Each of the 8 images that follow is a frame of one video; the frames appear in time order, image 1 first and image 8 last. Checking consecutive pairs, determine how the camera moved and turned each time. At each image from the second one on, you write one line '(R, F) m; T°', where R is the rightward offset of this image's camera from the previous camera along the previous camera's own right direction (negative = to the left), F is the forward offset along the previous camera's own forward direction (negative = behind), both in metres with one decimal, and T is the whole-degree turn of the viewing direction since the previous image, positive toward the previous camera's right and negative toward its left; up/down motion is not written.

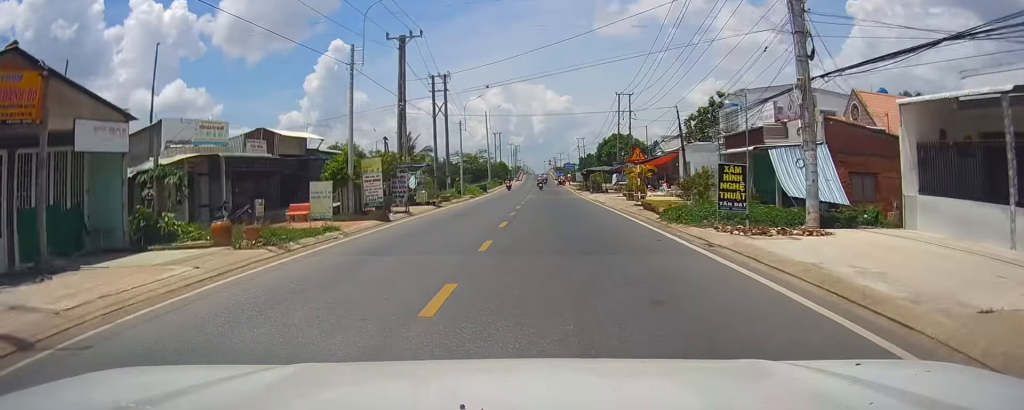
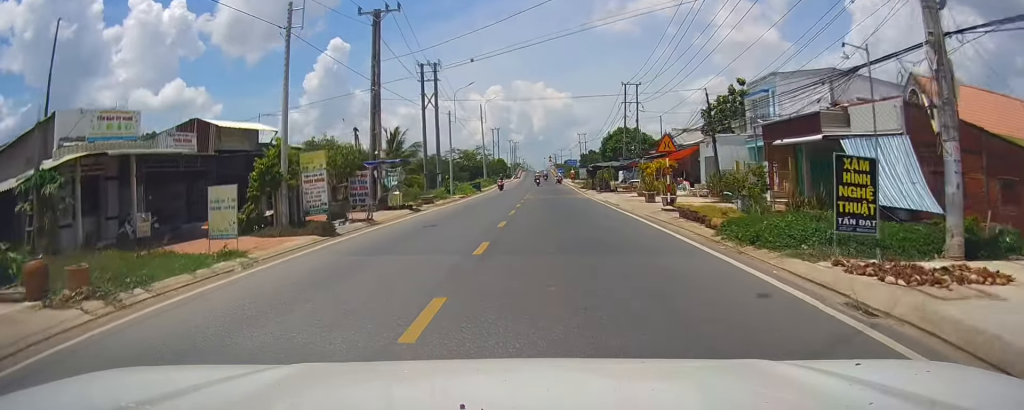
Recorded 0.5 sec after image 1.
(-0.3, +6.9) m; 0°
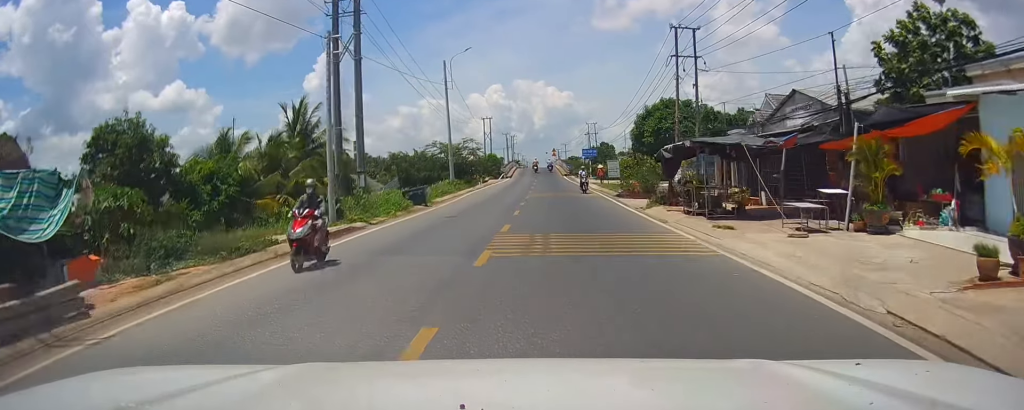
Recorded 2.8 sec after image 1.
(+1.3, +32.3) m; +1°
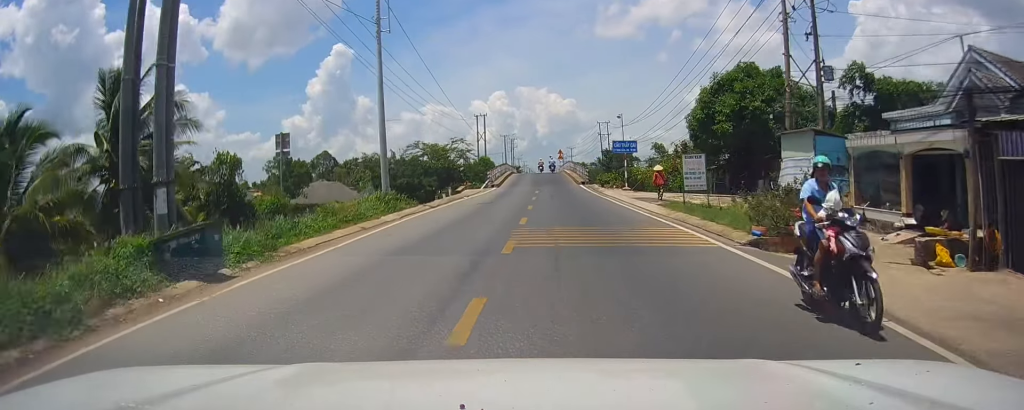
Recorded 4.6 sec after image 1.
(-0.1, +24.2) m; 0°
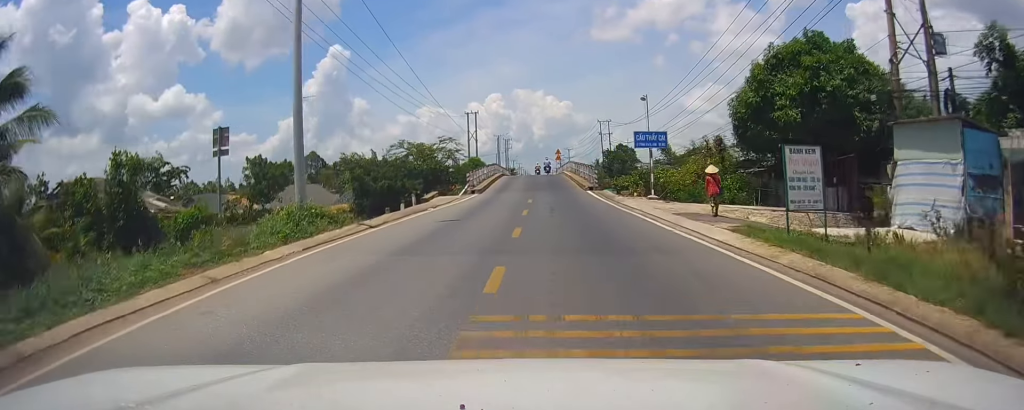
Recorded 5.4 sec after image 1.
(-0.3, +9.7) m; +1°
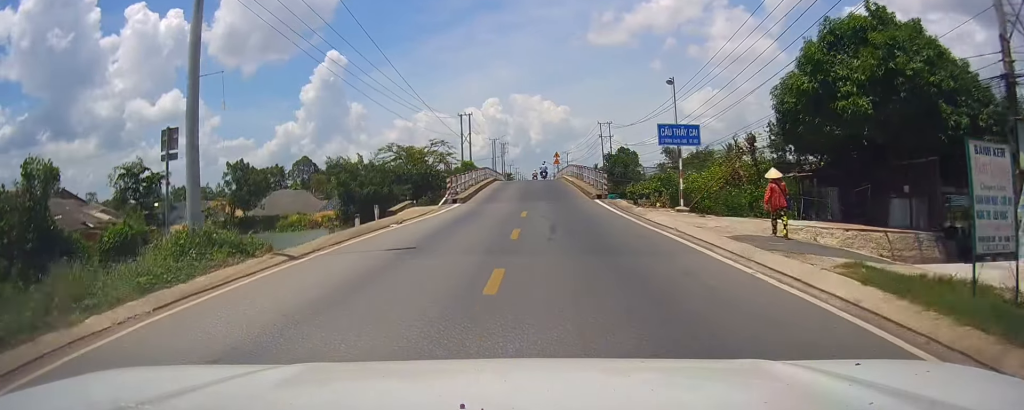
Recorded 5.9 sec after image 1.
(0.0, +6.6) m; 0°
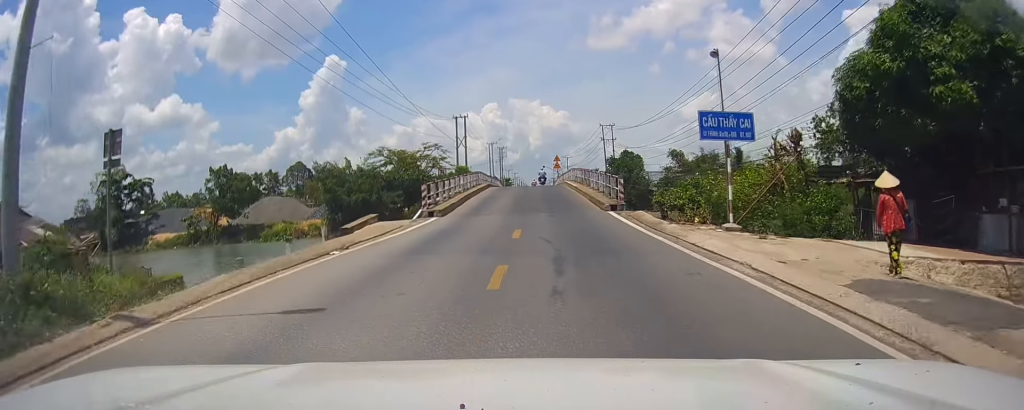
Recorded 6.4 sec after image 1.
(+0.3, +5.8) m; 0°
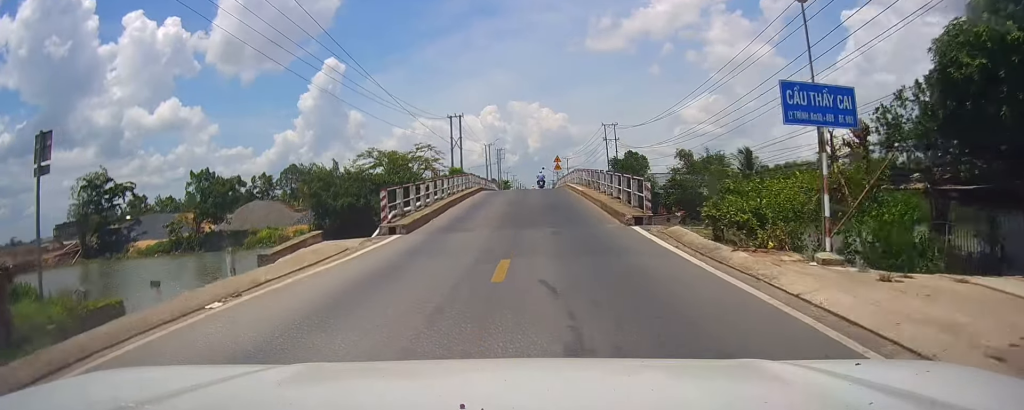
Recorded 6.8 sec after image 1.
(0.0, +5.5) m; -1°
